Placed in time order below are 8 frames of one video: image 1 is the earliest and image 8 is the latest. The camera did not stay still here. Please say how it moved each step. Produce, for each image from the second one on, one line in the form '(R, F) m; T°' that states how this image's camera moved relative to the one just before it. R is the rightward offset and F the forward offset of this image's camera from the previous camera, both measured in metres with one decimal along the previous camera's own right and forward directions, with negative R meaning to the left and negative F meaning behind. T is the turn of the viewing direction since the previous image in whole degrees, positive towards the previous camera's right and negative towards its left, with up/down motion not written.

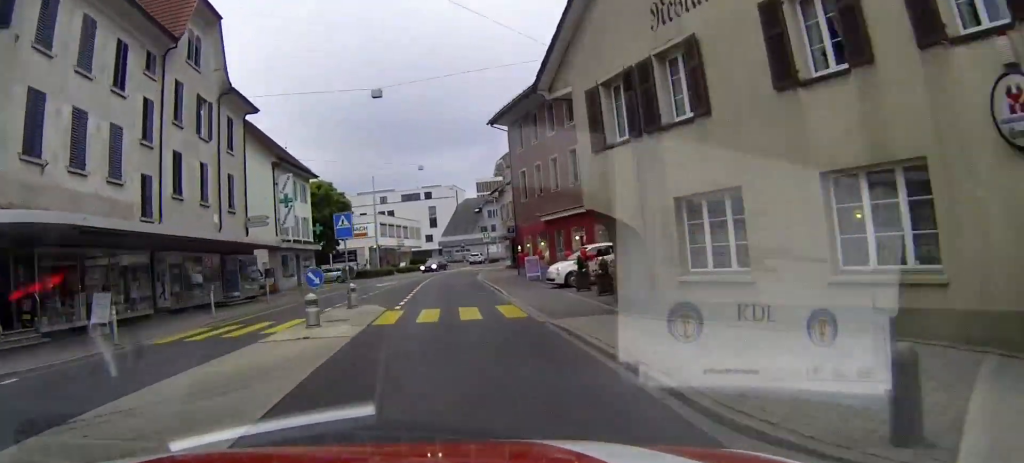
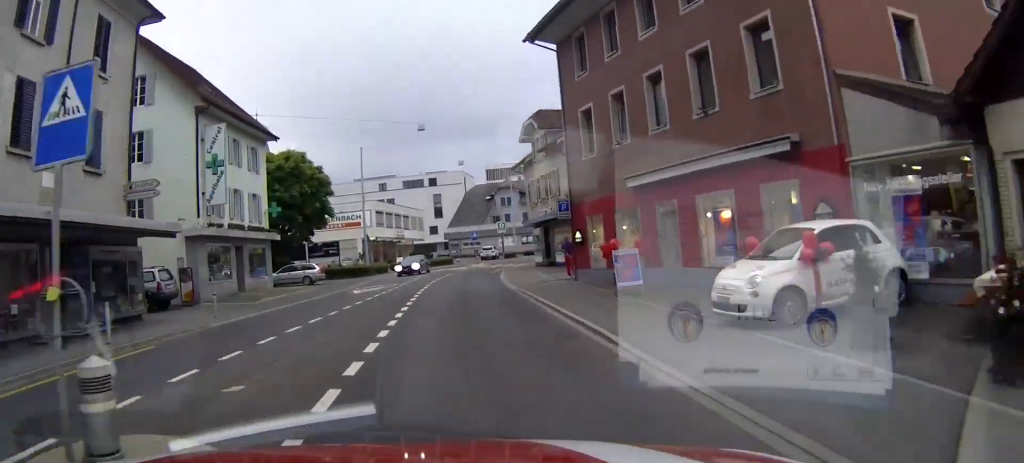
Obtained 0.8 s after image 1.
(0.0, +15.9) m; +1°
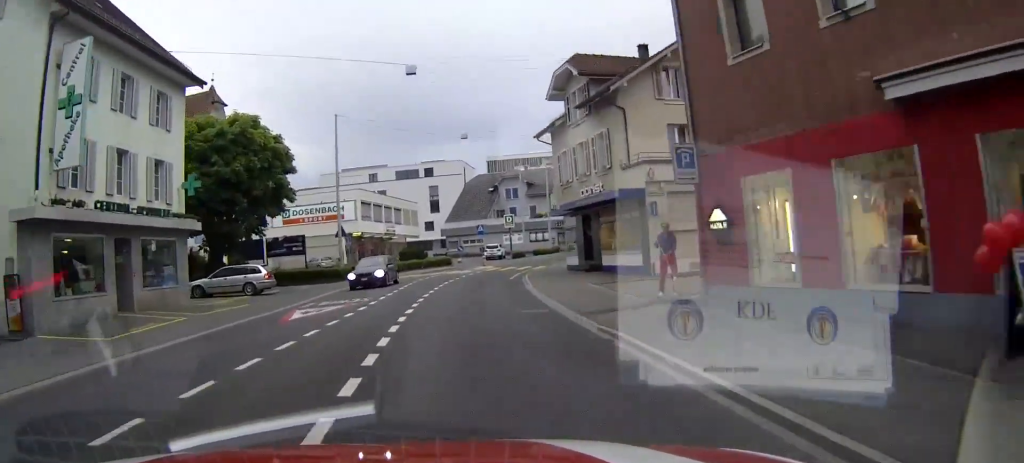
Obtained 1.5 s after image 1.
(+0.2, +13.2) m; +1°
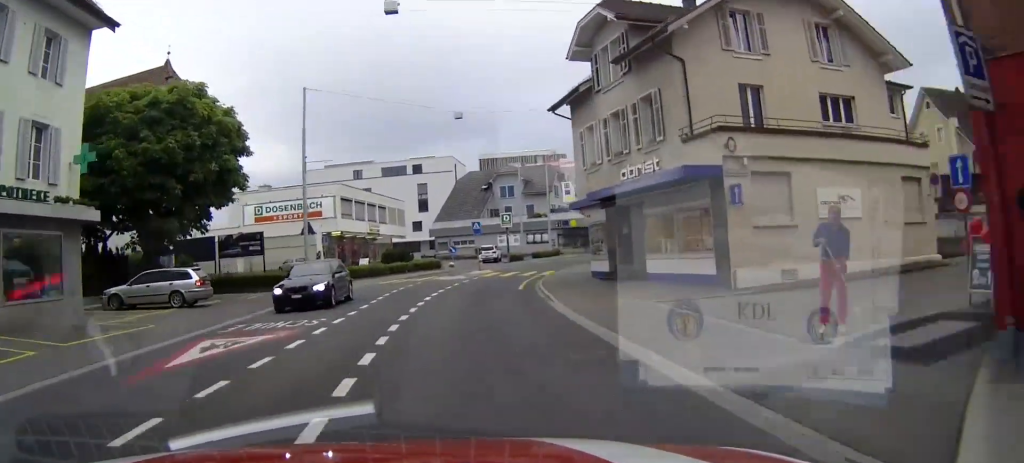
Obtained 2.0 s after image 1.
(+0.2, +8.1) m; +1°
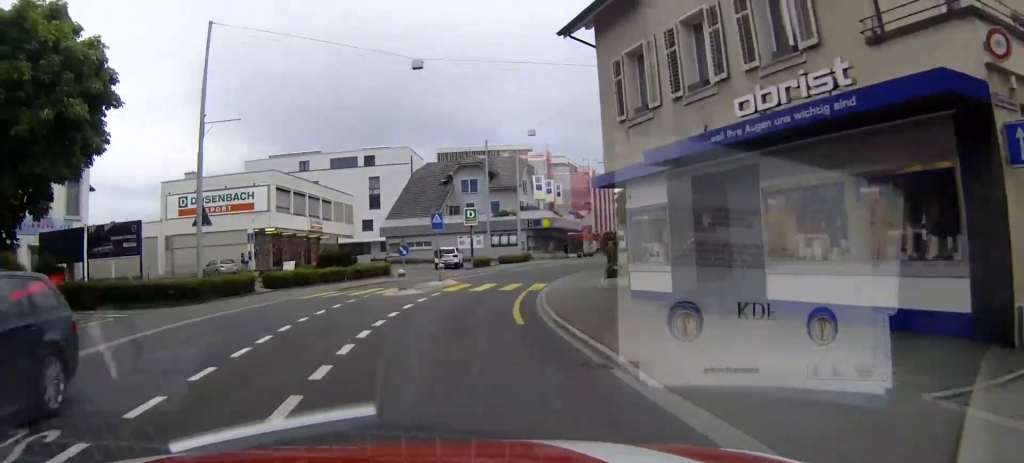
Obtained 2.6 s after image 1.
(+0.1, +11.0) m; +3°
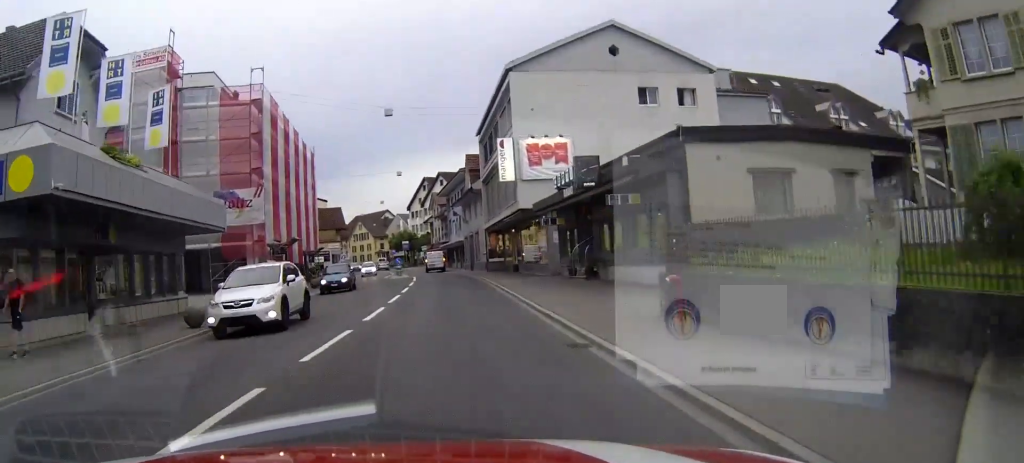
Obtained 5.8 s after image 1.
(+8.8, +53.6) m; +18°
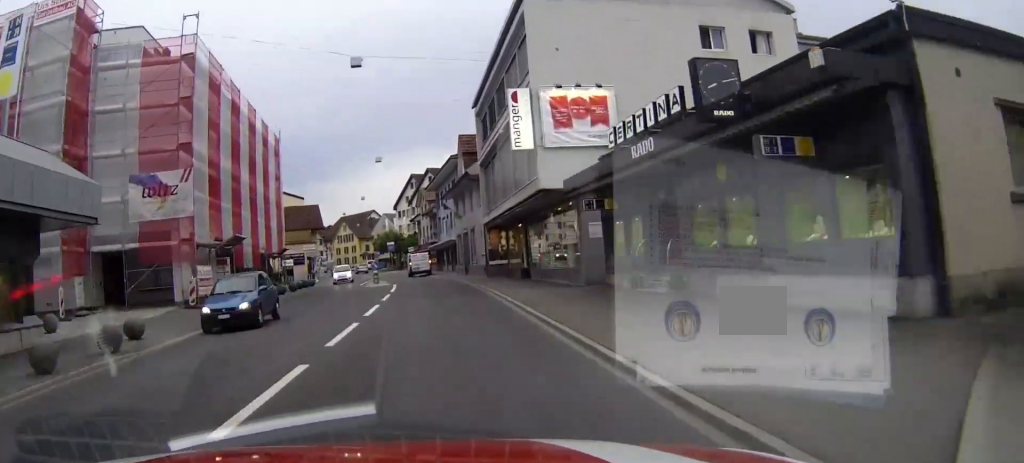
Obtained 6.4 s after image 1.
(+0.2, +9.1) m; +2°
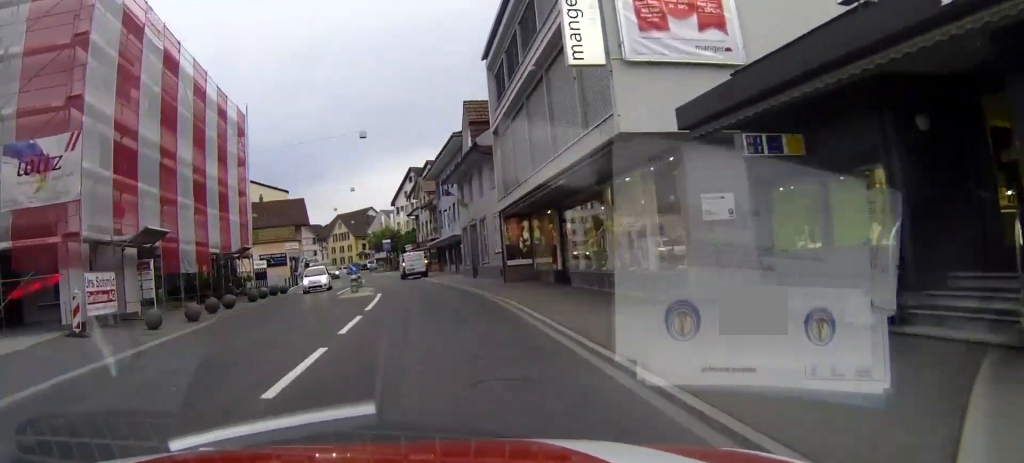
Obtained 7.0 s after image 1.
(0.0, +8.7) m; 0°
